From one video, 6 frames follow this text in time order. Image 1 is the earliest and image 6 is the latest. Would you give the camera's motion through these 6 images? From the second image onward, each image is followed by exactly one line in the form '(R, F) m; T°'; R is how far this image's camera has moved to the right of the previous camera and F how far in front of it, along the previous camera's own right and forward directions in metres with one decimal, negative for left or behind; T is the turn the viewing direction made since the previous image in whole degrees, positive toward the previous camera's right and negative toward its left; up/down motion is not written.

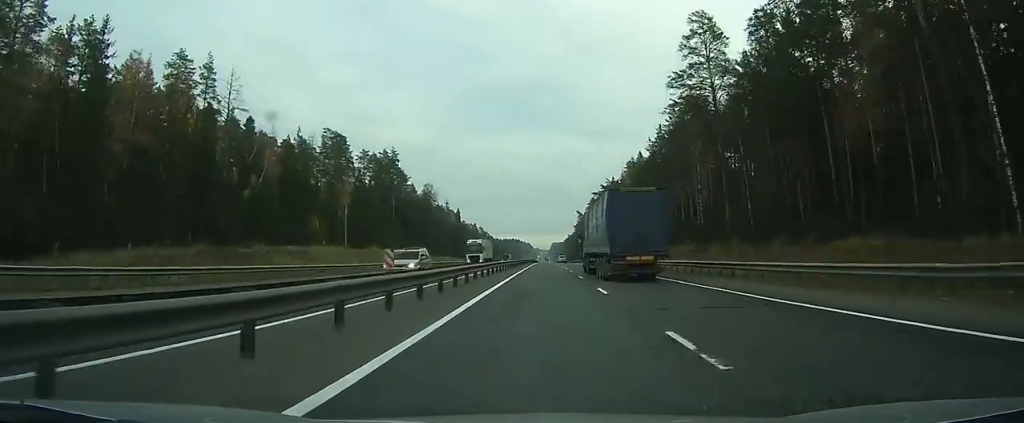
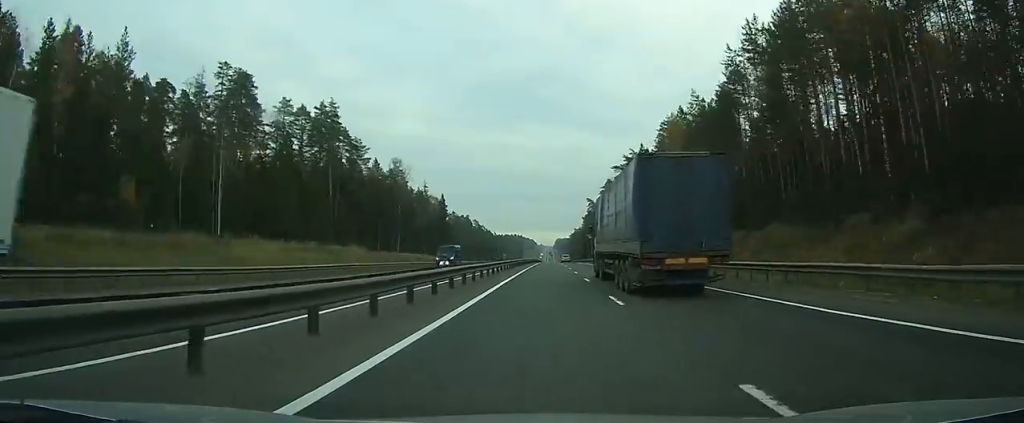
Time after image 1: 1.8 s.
(-0.2, +50.2) m; 0°
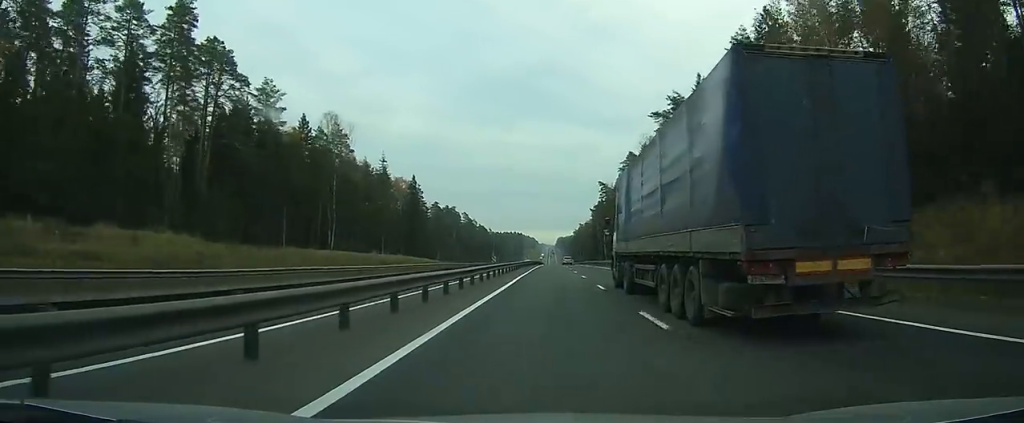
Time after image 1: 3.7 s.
(-0.1, +55.6) m; 0°
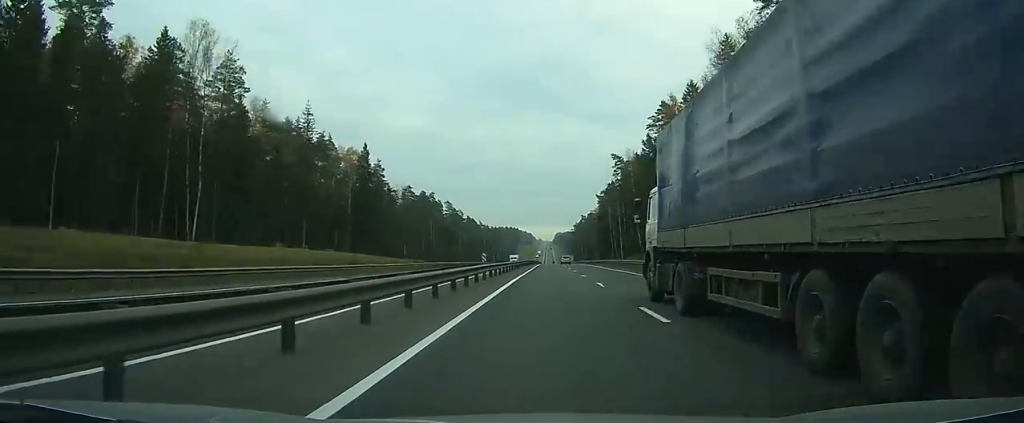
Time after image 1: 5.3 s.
(+0.1, +49.3) m; 0°
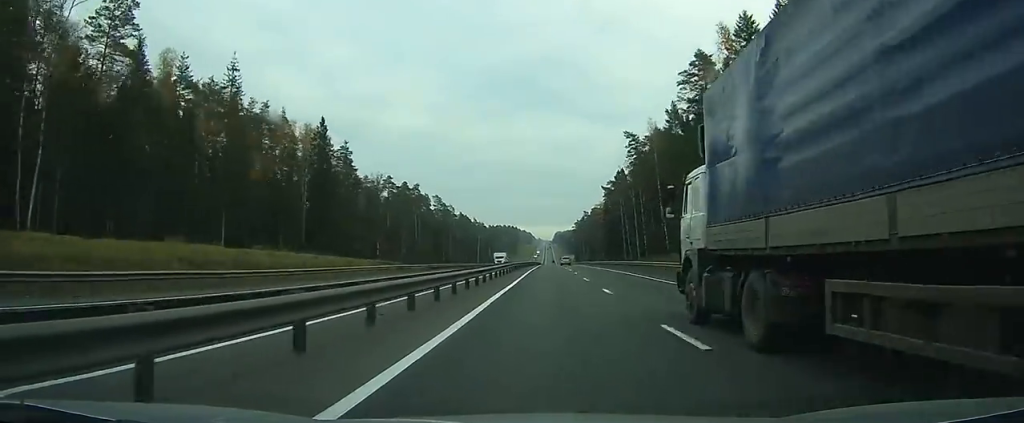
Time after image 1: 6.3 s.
(+0.1, +26.8) m; 0°
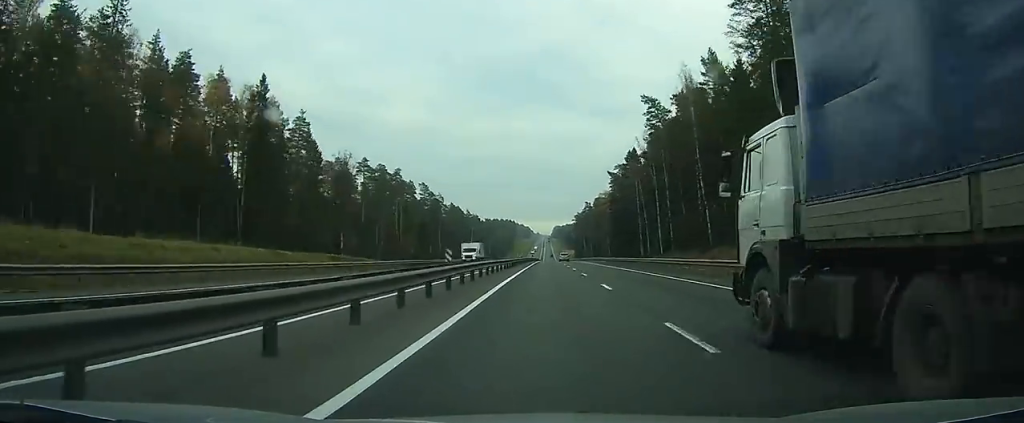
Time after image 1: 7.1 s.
(+0.1, +24.6) m; 0°
